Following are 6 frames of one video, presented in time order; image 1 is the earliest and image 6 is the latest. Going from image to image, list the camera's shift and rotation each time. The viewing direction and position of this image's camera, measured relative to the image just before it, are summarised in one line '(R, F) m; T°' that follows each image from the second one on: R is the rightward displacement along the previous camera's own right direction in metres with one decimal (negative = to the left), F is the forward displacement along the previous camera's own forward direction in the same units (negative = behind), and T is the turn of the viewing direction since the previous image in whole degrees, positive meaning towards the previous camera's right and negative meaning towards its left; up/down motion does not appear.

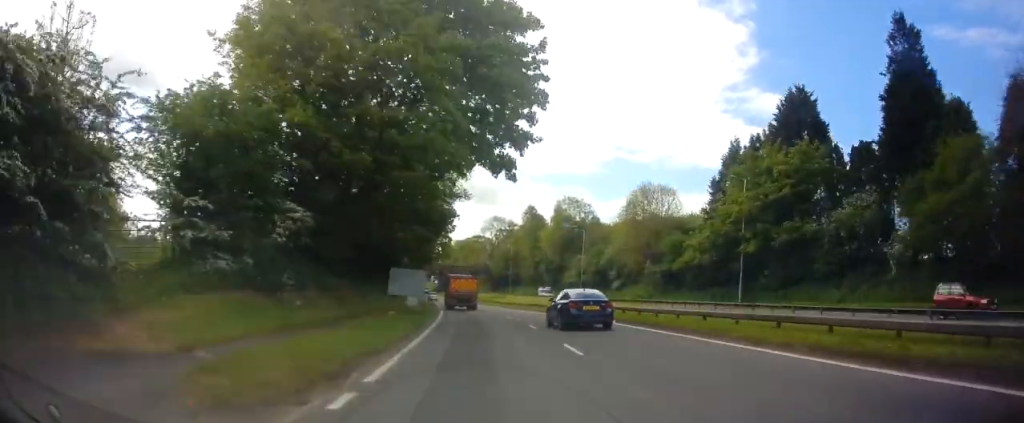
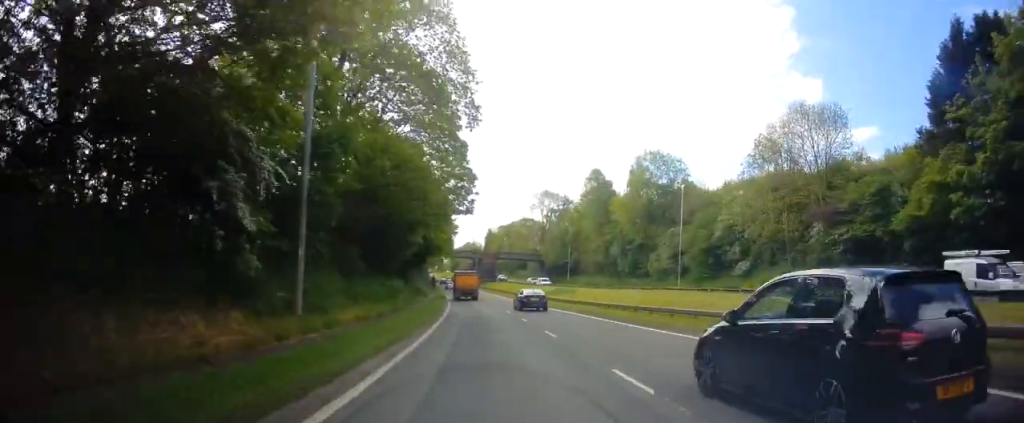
(-0.7, +32.2) m; -3°
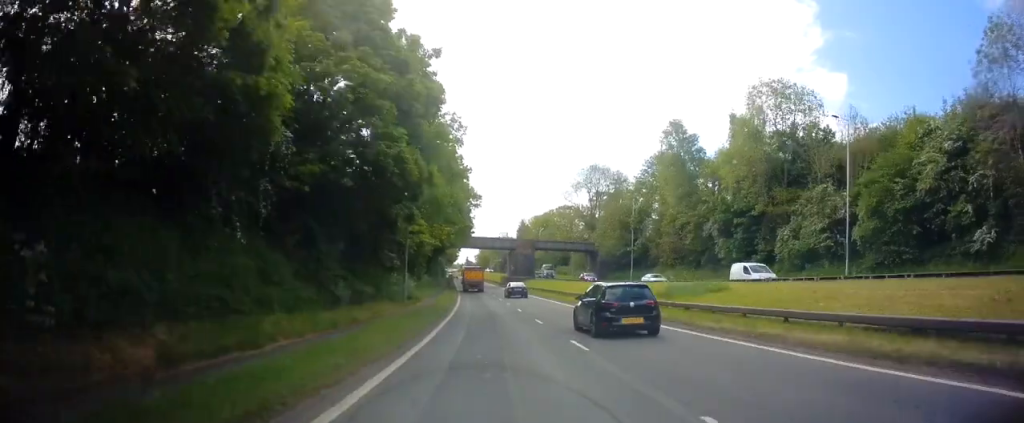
(-1.6, +29.3) m; -4°
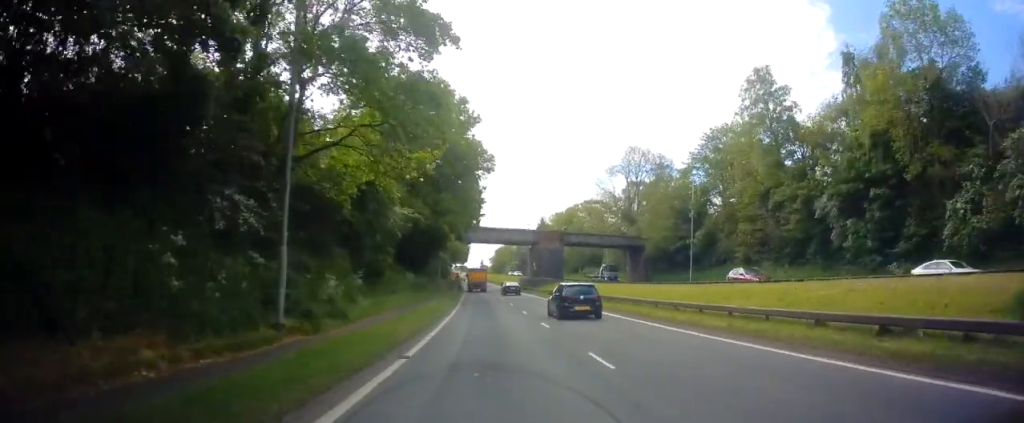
(-0.3, +20.3) m; -2°
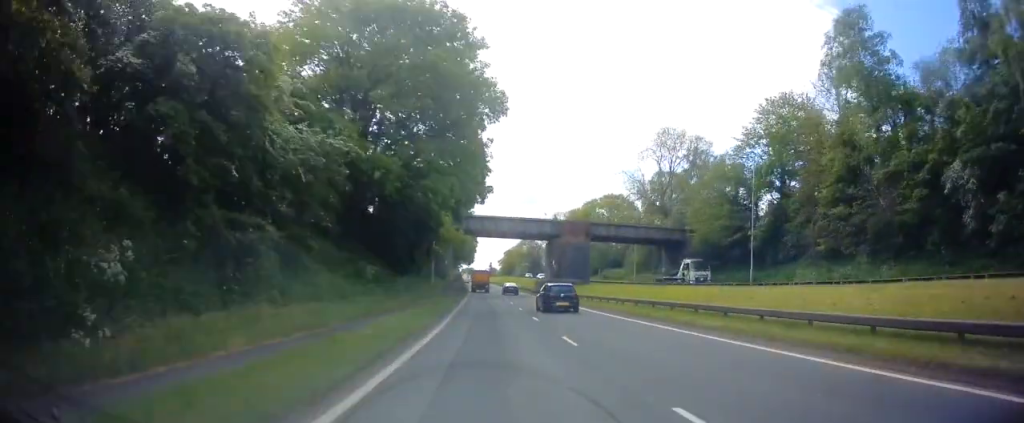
(-0.2, +14.1) m; -2°
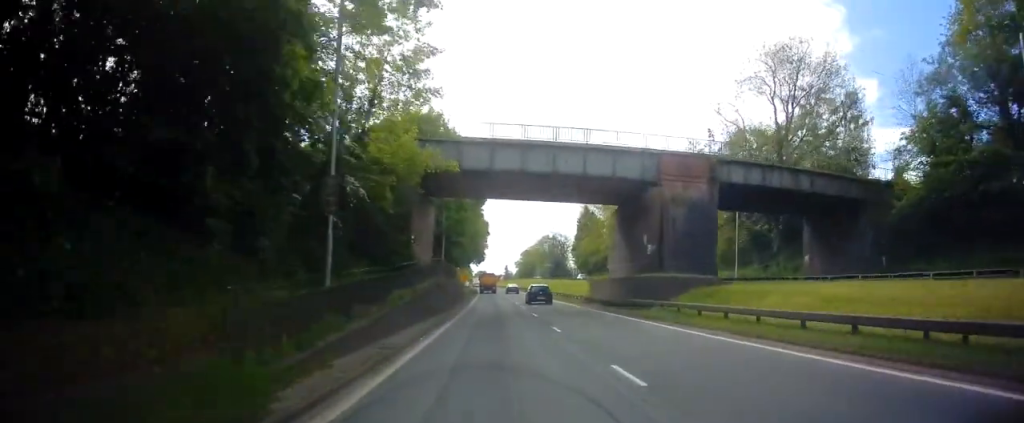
(-0.4, +32.3) m; -1°
